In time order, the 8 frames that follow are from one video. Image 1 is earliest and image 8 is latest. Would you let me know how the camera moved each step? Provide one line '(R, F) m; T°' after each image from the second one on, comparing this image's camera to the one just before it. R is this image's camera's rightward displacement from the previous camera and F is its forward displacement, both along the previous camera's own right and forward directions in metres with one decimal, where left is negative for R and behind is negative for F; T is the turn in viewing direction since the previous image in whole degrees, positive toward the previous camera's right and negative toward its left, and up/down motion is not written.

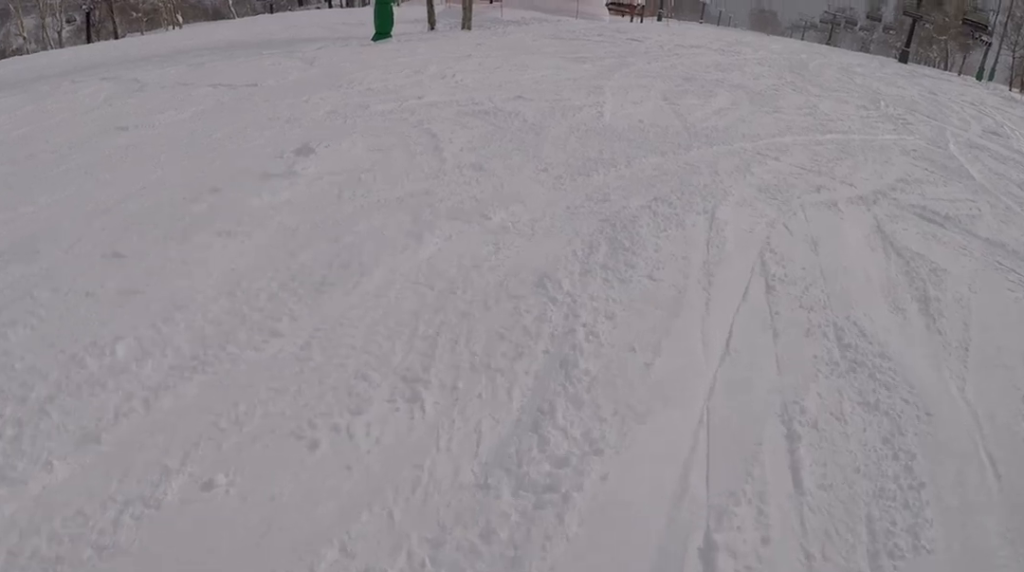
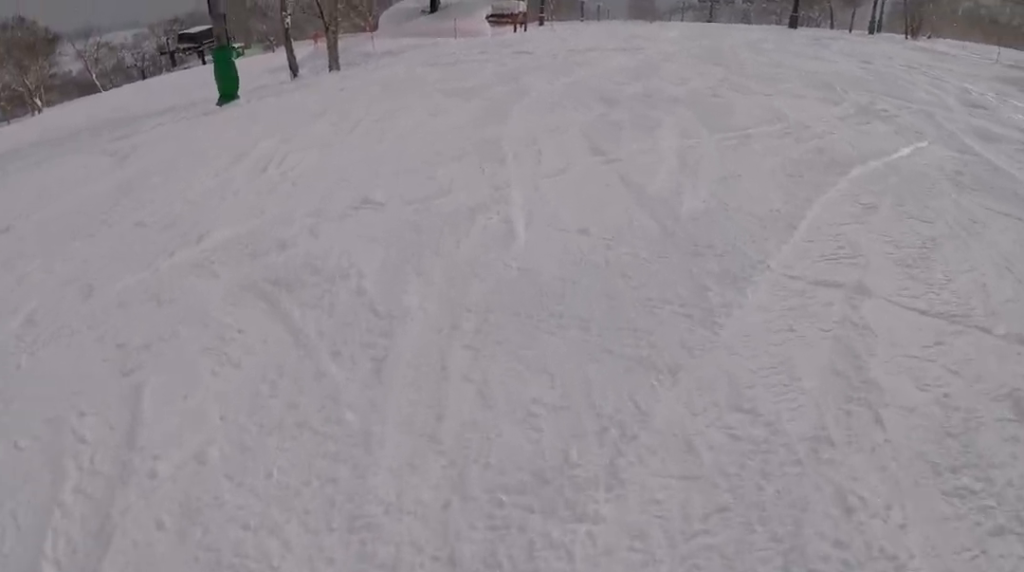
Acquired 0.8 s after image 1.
(+0.8, +4.2) m; +6°
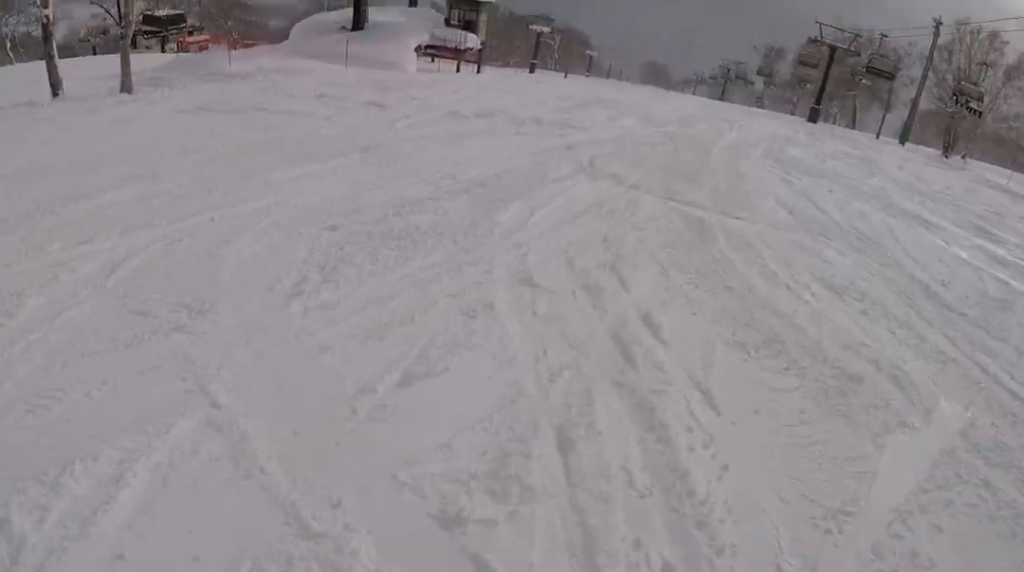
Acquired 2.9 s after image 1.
(-1.0, +13.1) m; -10°
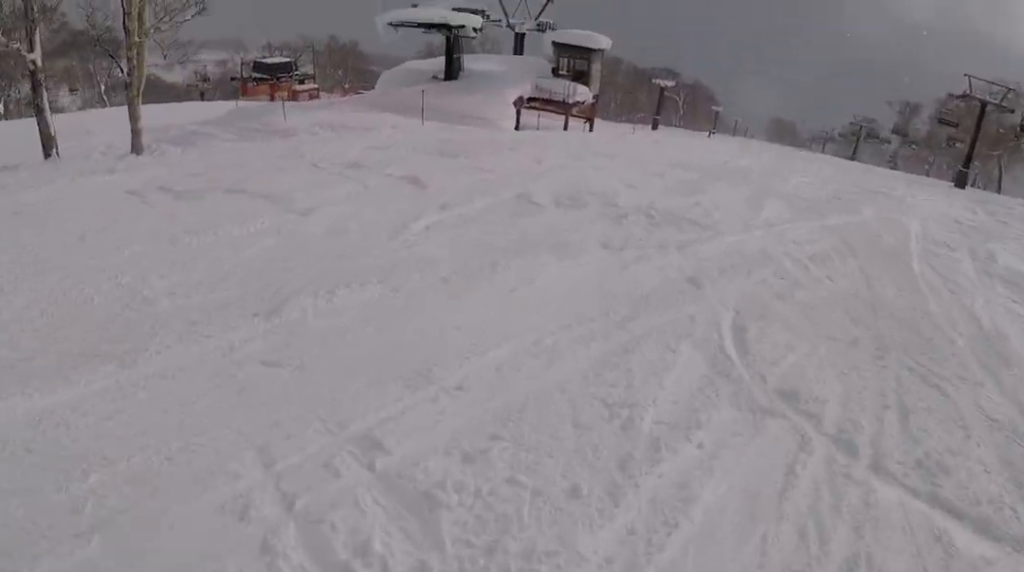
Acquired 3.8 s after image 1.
(0.0, +5.9) m; +4°
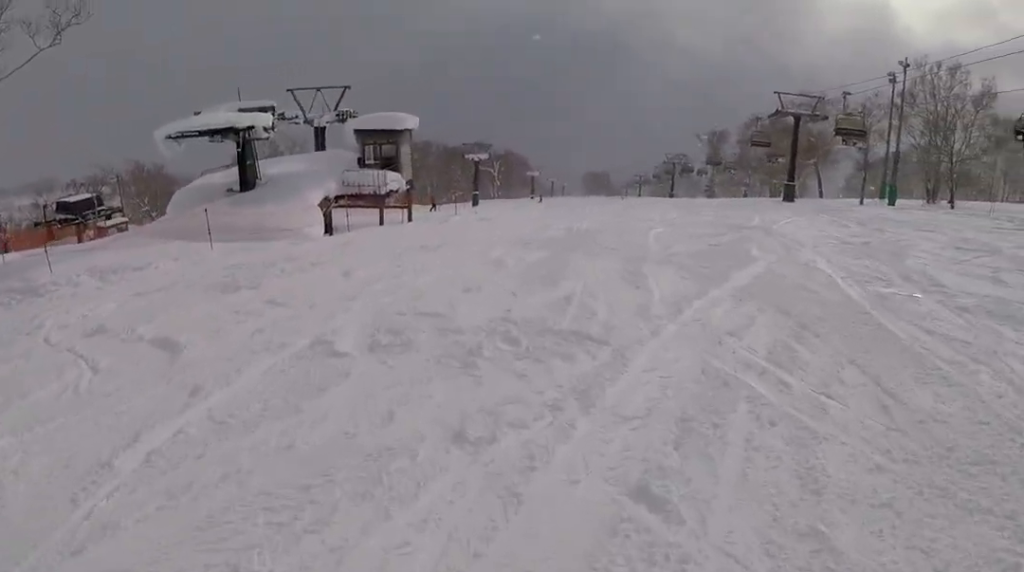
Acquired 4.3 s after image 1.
(-0.1, +3.8) m; +4°
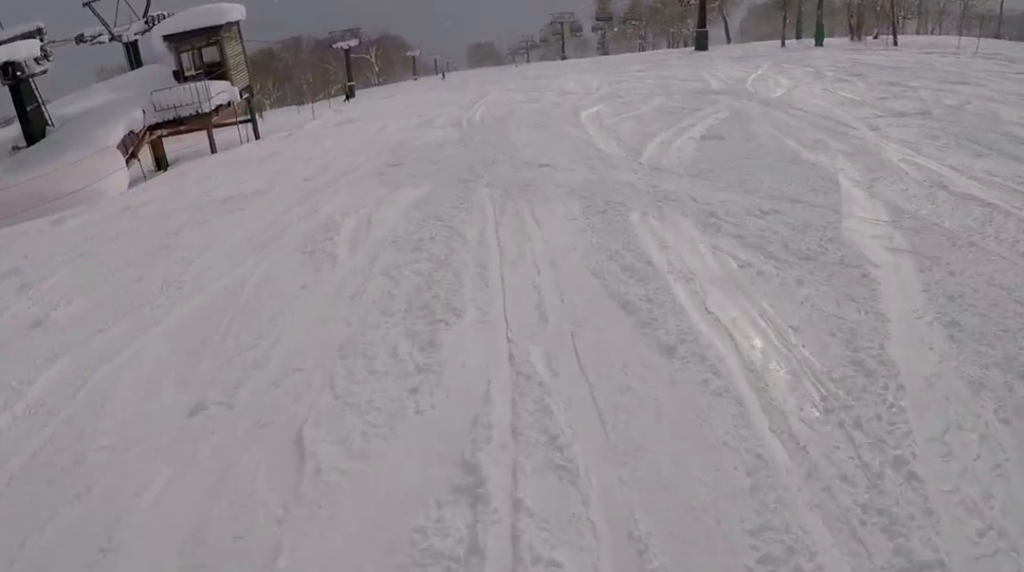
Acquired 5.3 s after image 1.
(+0.7, +6.7) m; -1°
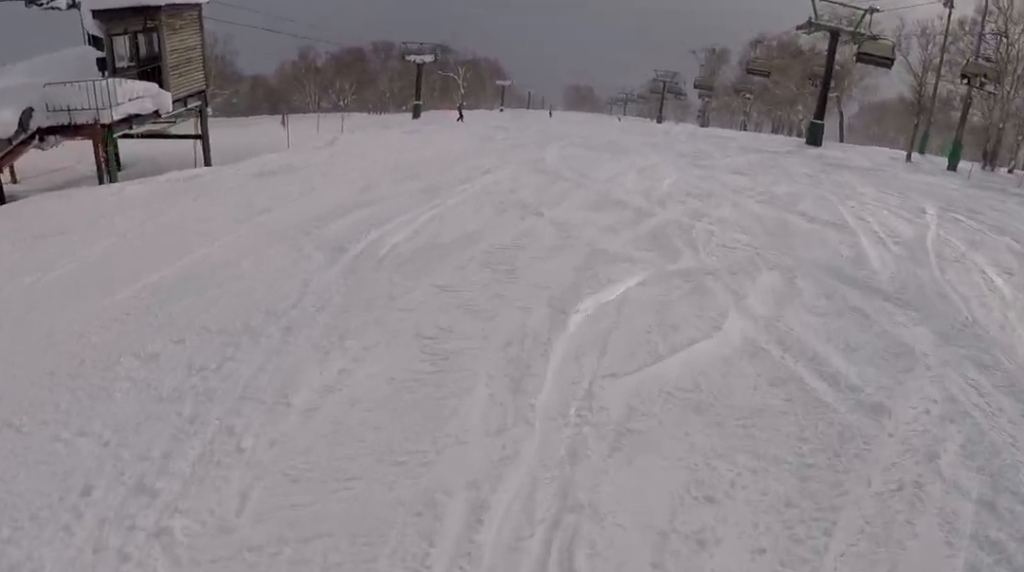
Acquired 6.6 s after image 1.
(-1.1, +8.4) m; -8°
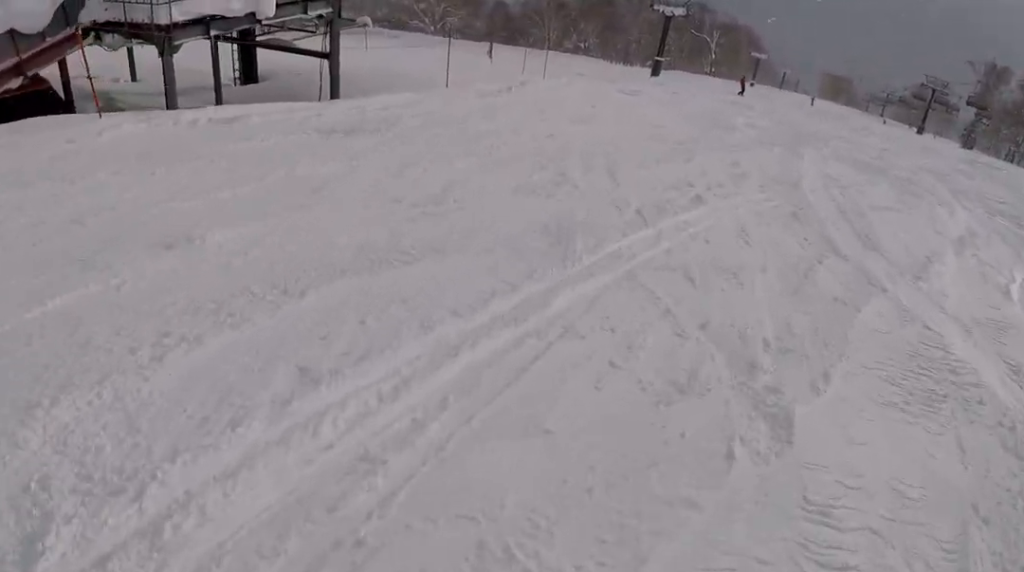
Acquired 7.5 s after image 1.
(0.0, +6.4) m; 0°
